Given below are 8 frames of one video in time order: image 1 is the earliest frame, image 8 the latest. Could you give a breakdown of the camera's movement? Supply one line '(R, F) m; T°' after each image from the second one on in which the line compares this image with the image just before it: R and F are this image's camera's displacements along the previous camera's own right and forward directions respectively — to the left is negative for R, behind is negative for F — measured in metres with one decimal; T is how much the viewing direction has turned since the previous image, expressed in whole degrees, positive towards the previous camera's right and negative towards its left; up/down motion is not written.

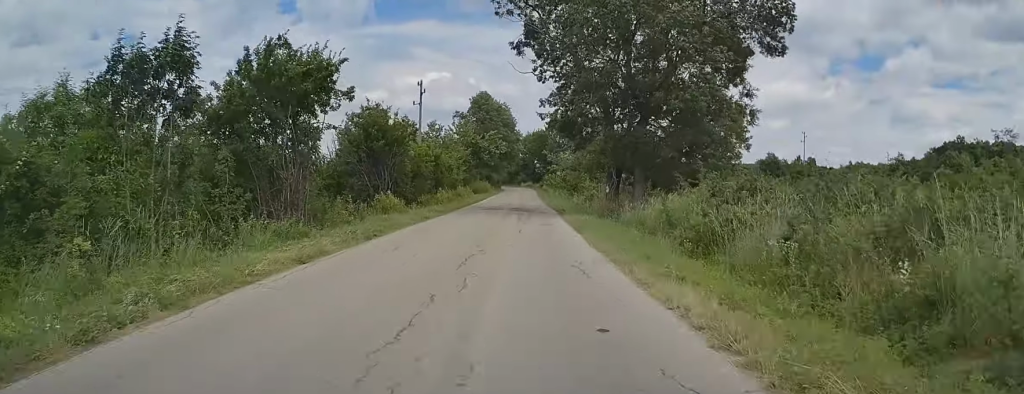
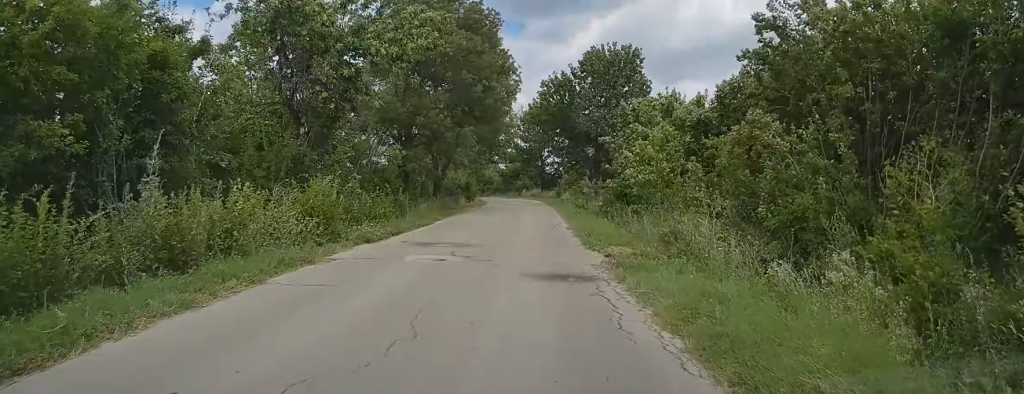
(-0.6, +63.4) m; -1°
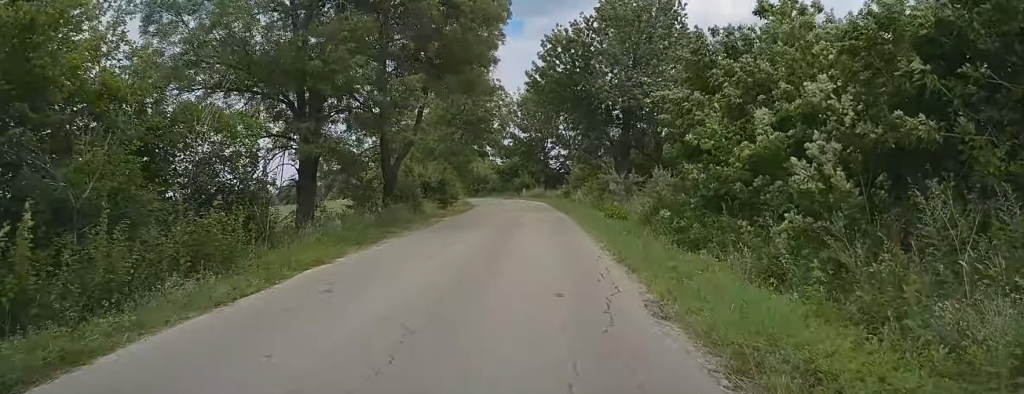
(-0.1, +15.8) m; -1°
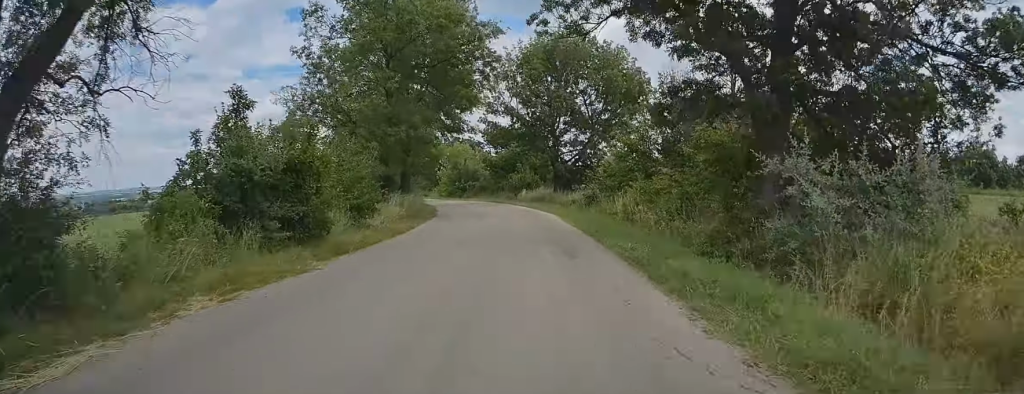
(-0.2, +23.6) m; 0°
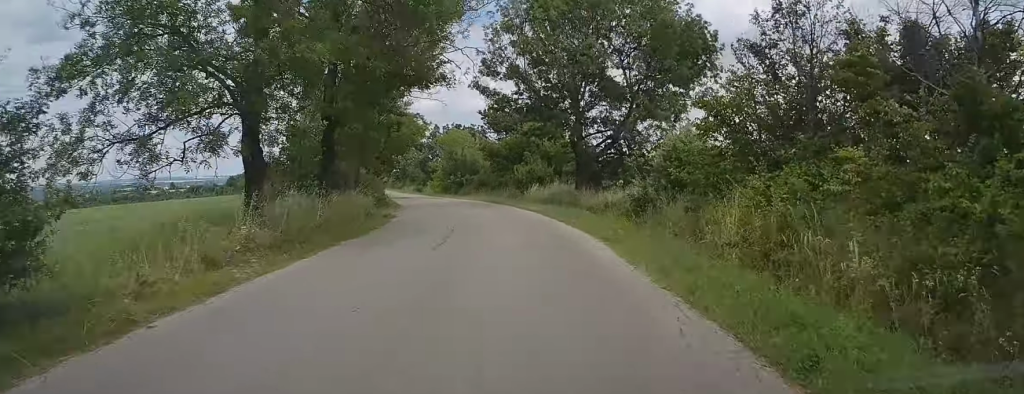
(+0.1, +14.9) m; -1°
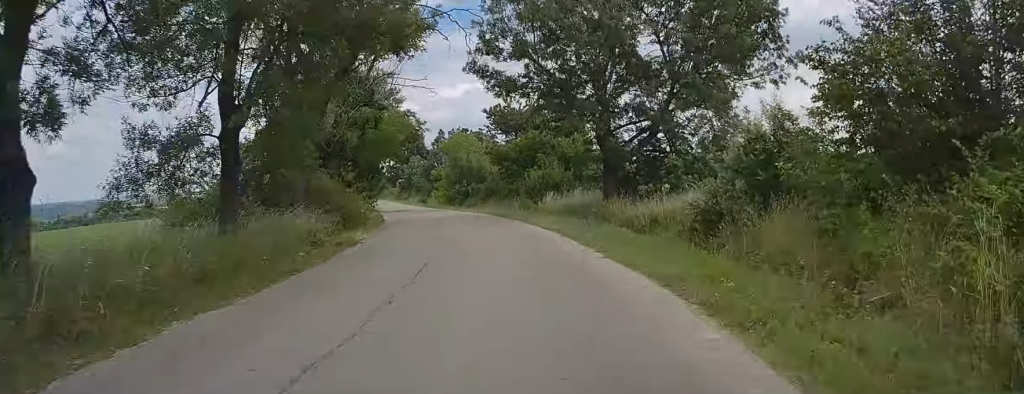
(-0.1, +7.7) m; -1°
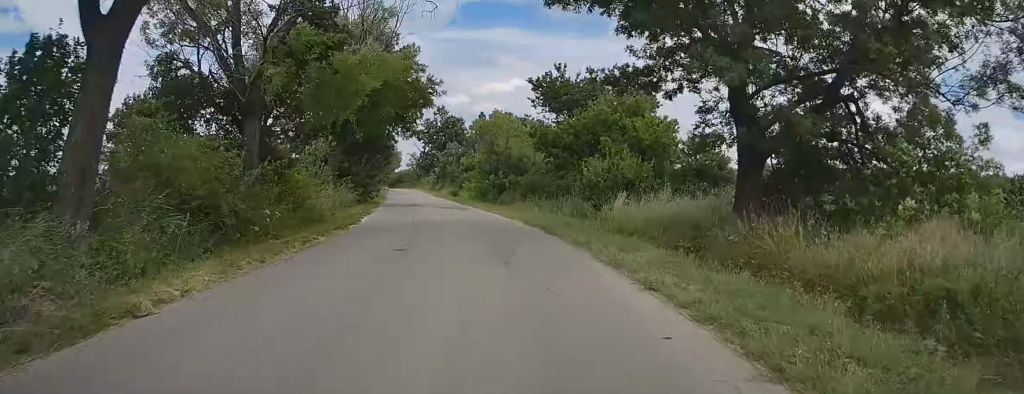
(-0.2, +12.7) m; -3°
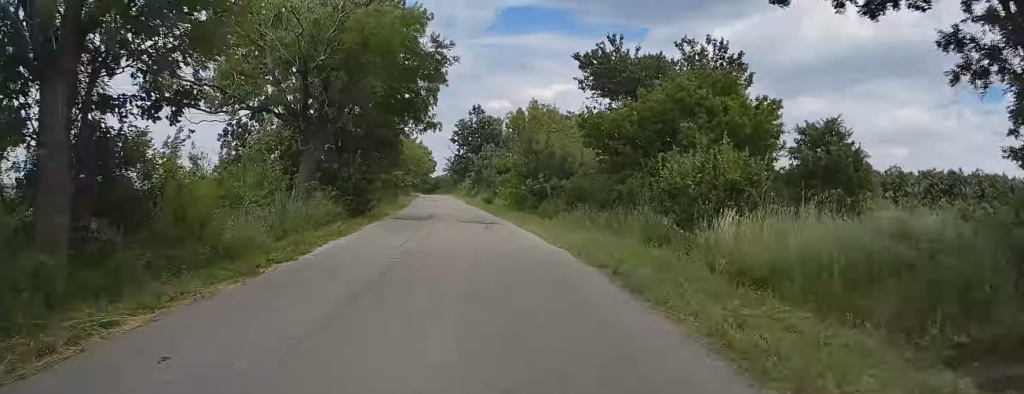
(0.0, +8.9) m; -3°
